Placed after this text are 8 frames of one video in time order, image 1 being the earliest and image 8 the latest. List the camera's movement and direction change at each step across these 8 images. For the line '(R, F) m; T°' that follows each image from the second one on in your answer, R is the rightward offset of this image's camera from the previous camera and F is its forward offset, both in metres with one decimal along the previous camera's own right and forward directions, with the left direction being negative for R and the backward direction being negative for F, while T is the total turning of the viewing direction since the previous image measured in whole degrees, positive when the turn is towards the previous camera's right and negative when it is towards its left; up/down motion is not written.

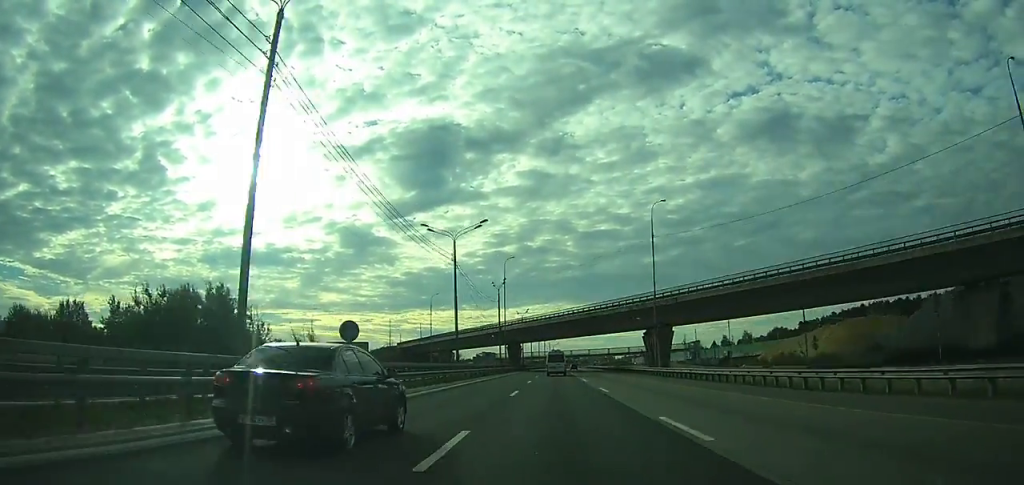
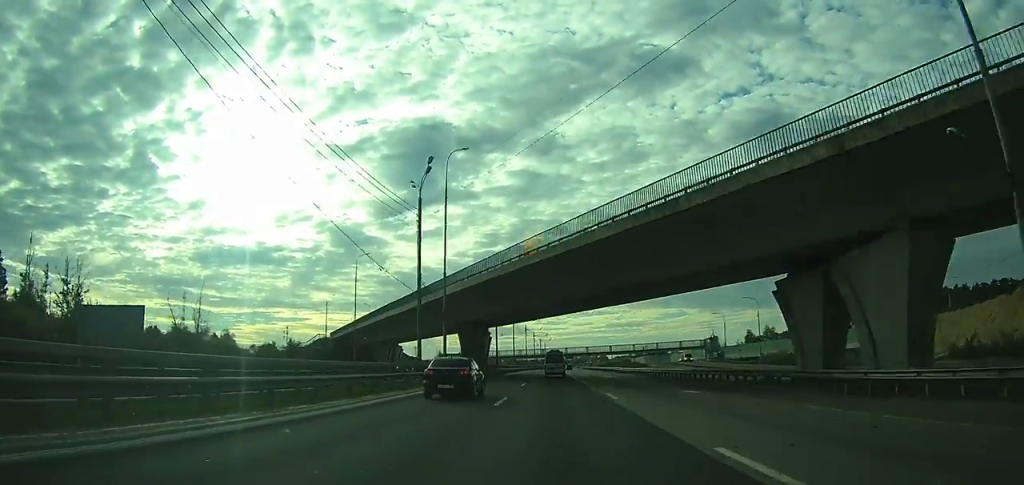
(+0.3, +52.5) m; +1°
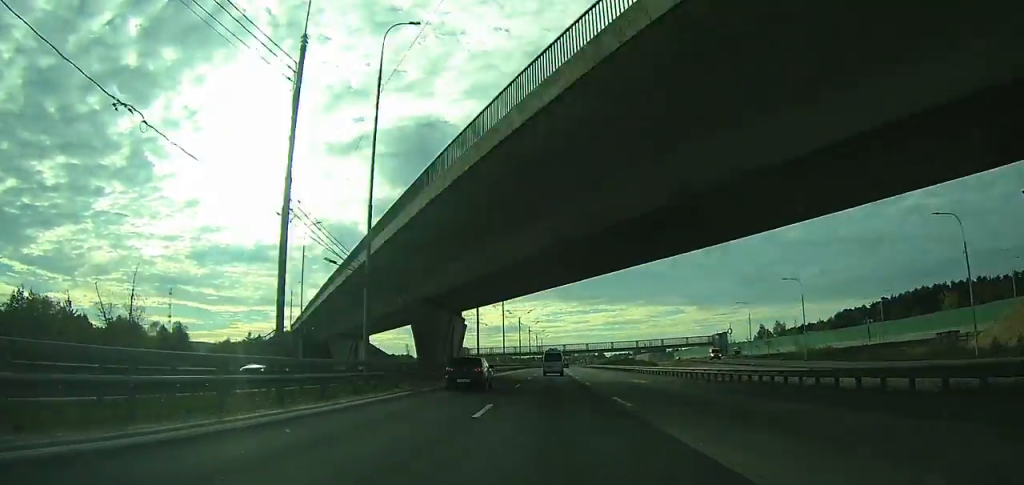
(+0.1, +19.5) m; 0°
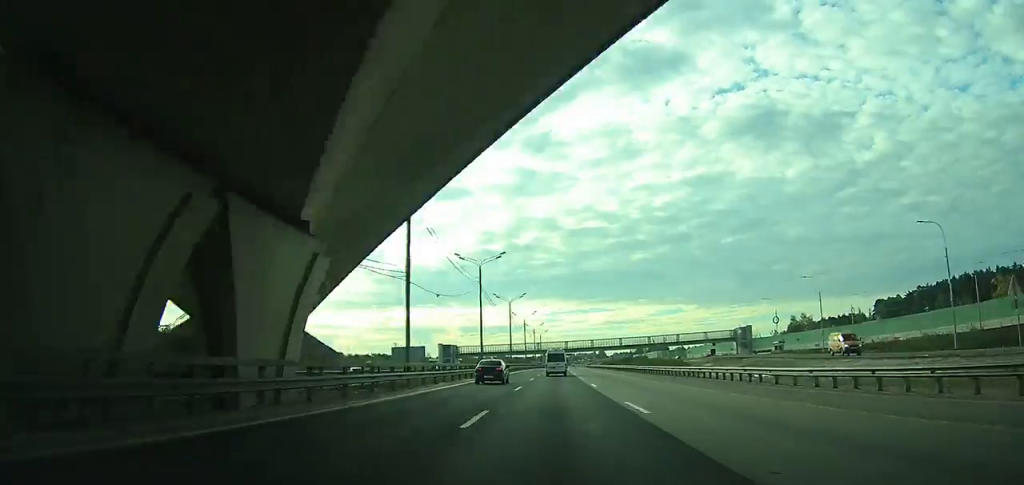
(0.0, +33.0) m; 0°
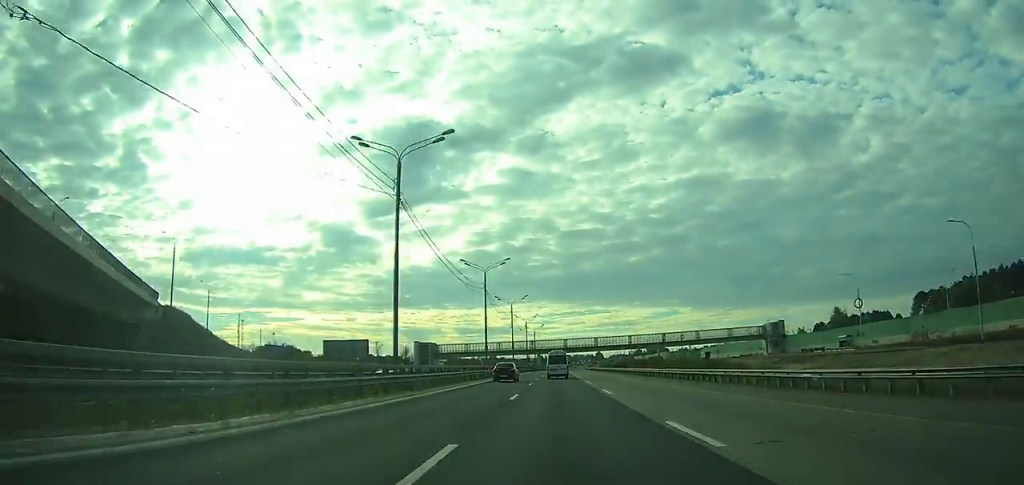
(0.0, +37.8) m; 0°
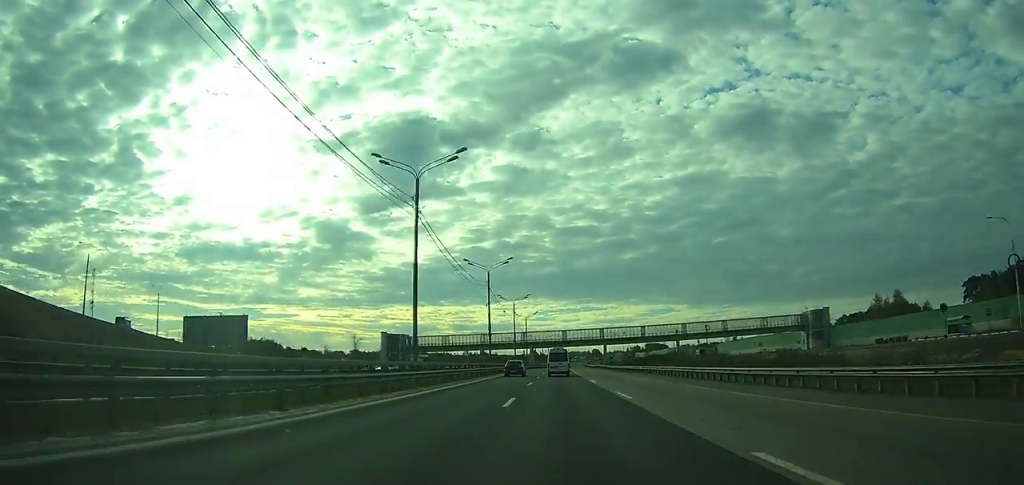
(-0.2, +38.9) m; 0°
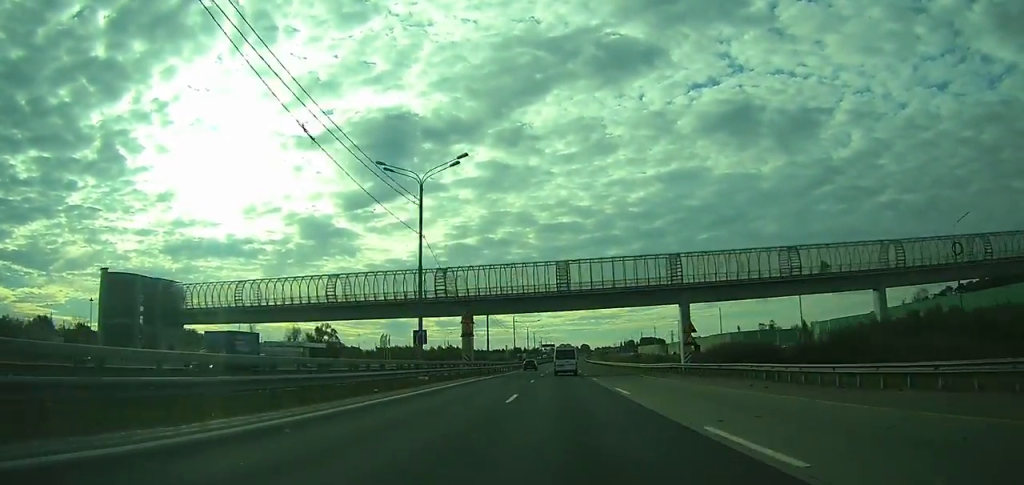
(+2.2, +114.1) m; +2°
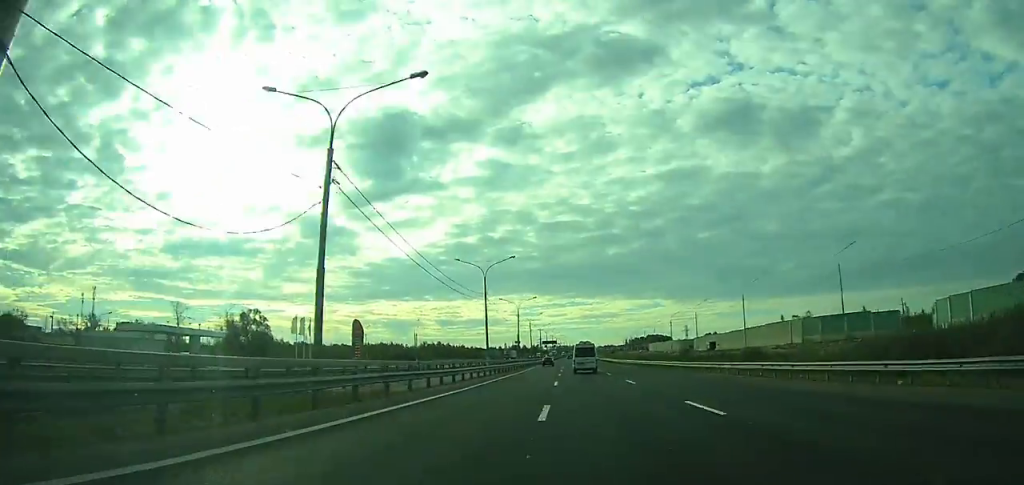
(0.0, +50.0) m; 0°
